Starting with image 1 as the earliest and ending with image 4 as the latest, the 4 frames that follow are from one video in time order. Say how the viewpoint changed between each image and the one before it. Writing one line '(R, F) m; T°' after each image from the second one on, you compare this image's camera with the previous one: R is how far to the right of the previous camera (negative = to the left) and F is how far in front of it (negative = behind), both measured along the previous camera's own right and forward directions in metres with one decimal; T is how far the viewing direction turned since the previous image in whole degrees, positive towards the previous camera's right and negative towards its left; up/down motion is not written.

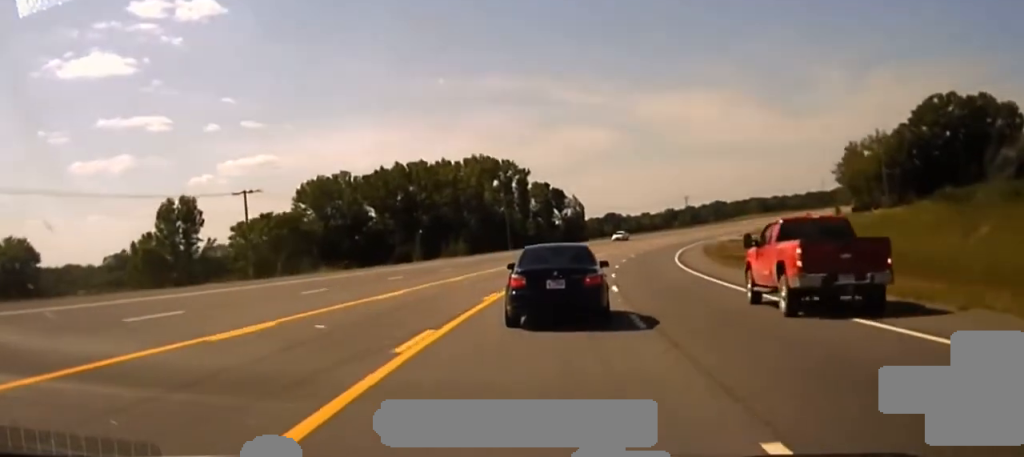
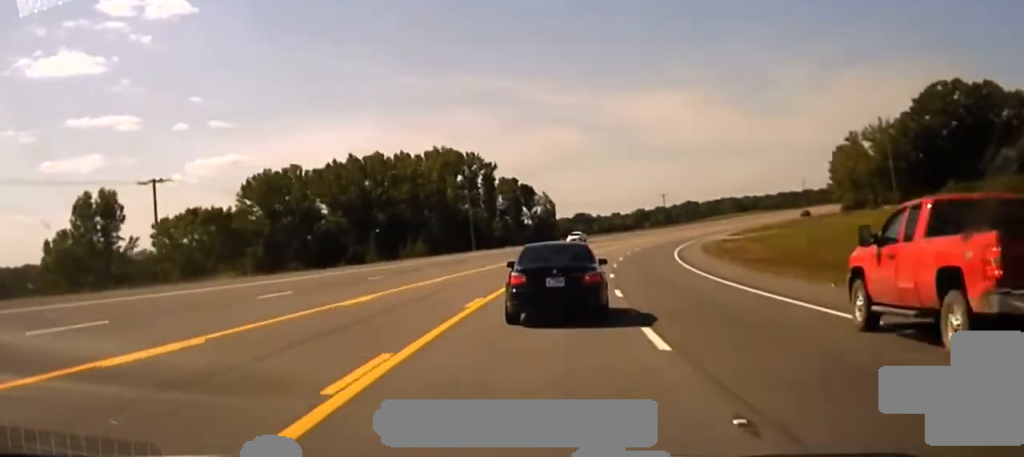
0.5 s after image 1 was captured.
(-0.1, +17.9) m; +1°
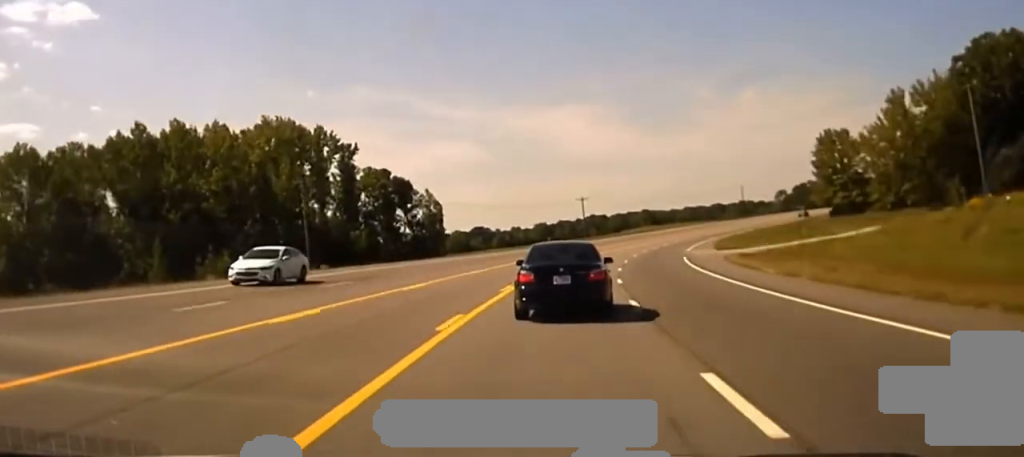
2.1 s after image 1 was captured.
(+4.4, +56.9) m; +9°
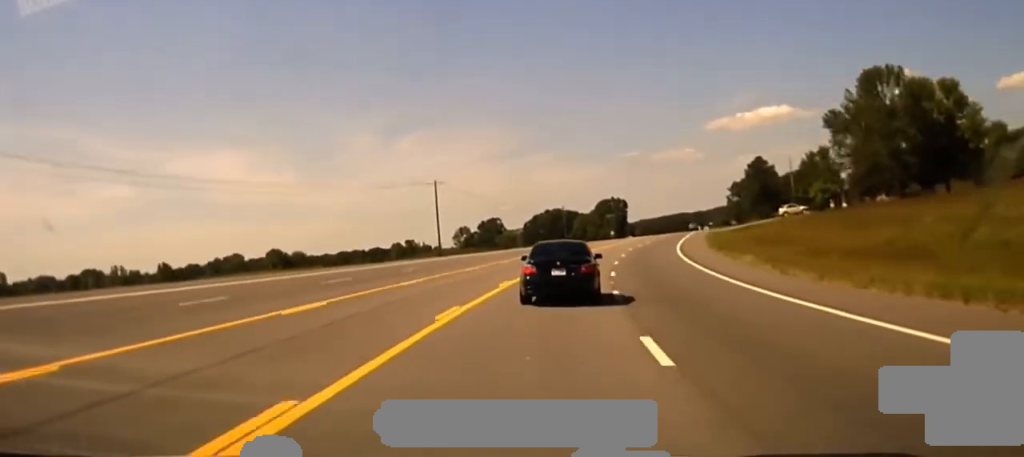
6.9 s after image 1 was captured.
(+28.0, +152.2) m; +21°
